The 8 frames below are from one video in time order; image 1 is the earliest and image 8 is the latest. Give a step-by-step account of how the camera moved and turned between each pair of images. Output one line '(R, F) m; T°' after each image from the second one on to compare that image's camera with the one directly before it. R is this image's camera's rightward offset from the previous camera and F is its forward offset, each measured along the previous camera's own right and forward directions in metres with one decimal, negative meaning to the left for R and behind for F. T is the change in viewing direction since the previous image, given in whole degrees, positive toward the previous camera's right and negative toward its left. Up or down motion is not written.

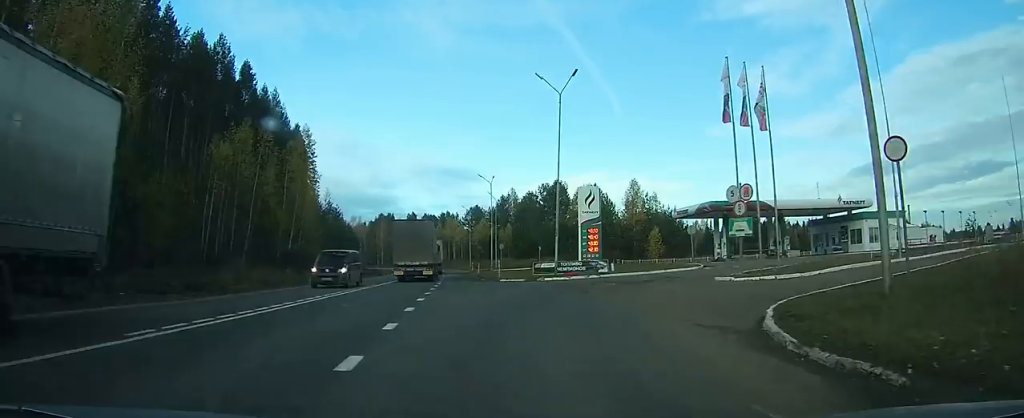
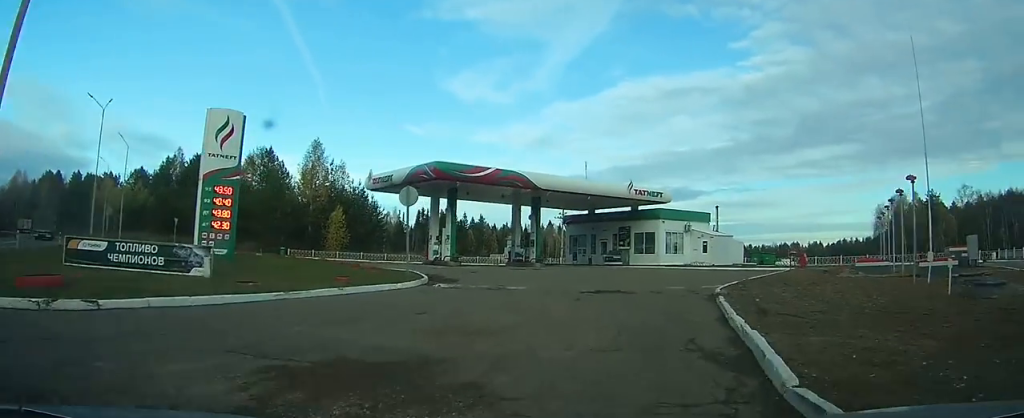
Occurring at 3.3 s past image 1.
(+3.0, +34.6) m; +17°
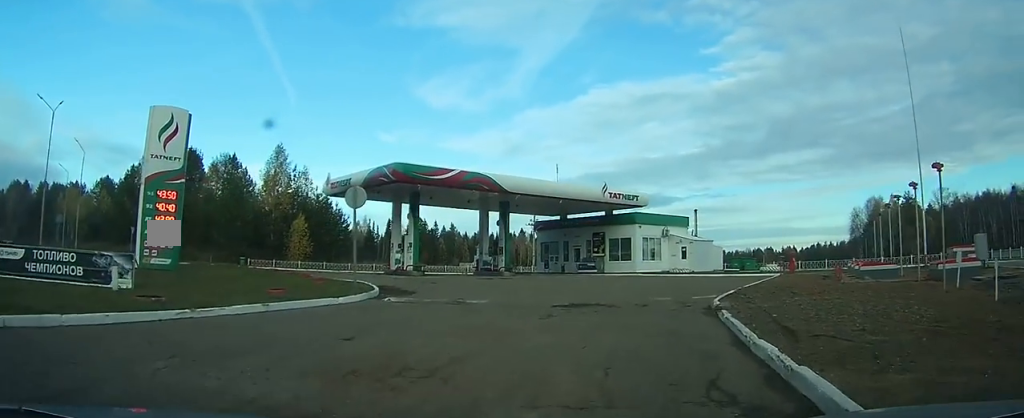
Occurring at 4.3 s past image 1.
(+0.9, +5.3) m; +10°
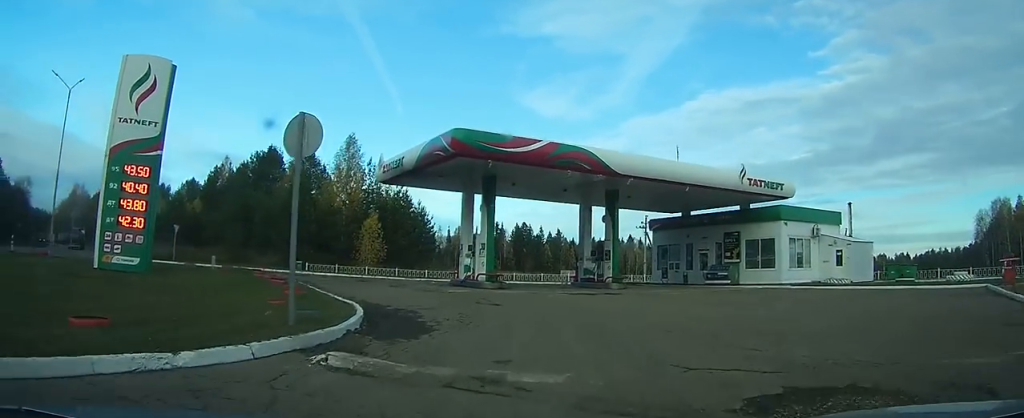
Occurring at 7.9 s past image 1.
(+2.4, +11.8) m; +10°
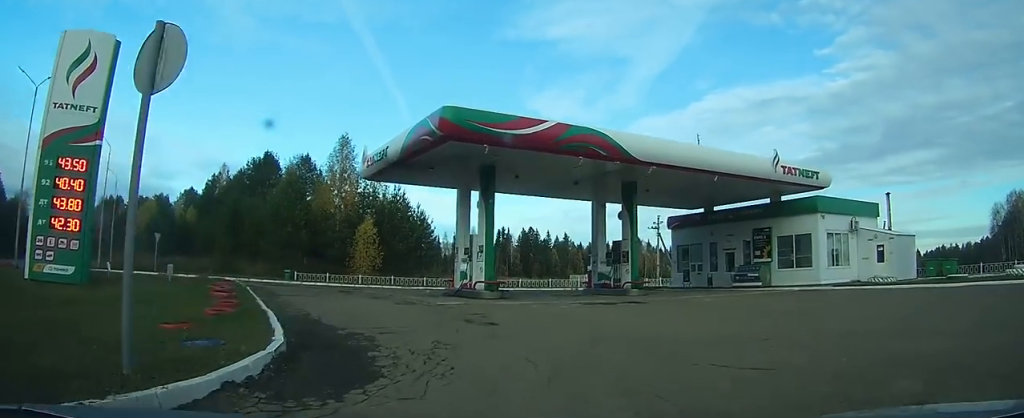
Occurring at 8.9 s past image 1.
(-0.2, +2.7) m; -7°
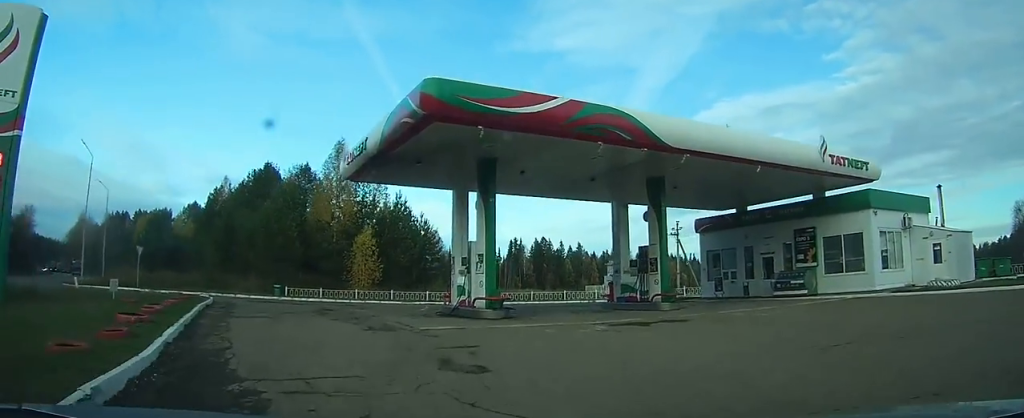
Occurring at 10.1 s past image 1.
(-0.3, +3.6) m; -8°
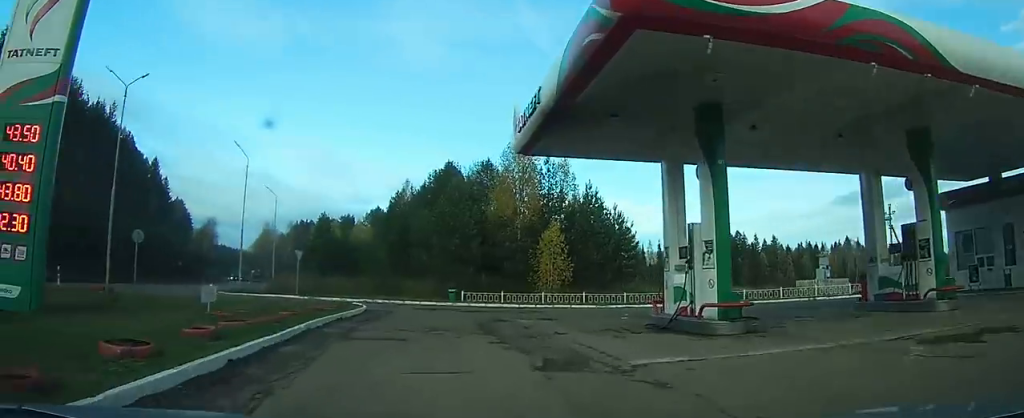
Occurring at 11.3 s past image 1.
(+0.1, +3.9) m; -8°
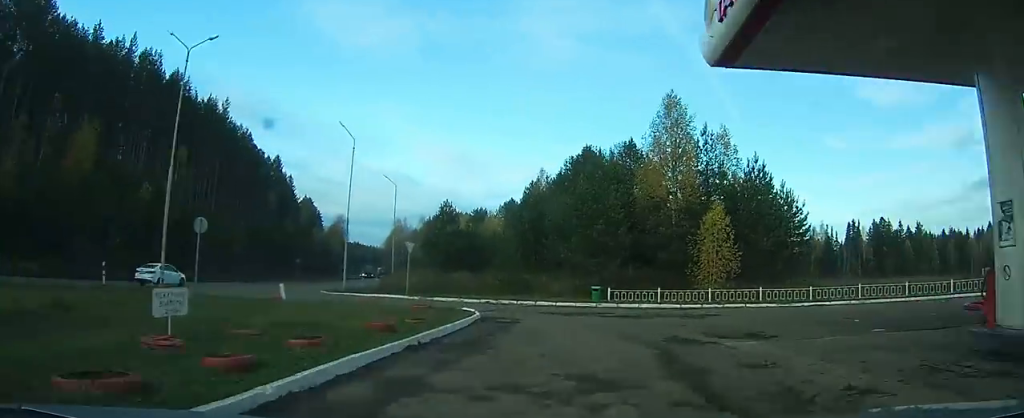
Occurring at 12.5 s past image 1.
(-0.6, +4.8) m; -7°
